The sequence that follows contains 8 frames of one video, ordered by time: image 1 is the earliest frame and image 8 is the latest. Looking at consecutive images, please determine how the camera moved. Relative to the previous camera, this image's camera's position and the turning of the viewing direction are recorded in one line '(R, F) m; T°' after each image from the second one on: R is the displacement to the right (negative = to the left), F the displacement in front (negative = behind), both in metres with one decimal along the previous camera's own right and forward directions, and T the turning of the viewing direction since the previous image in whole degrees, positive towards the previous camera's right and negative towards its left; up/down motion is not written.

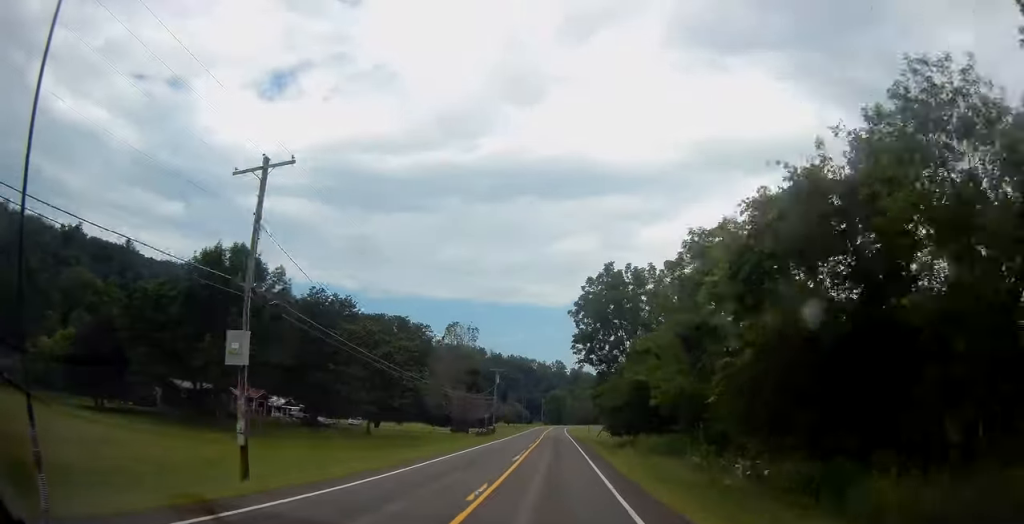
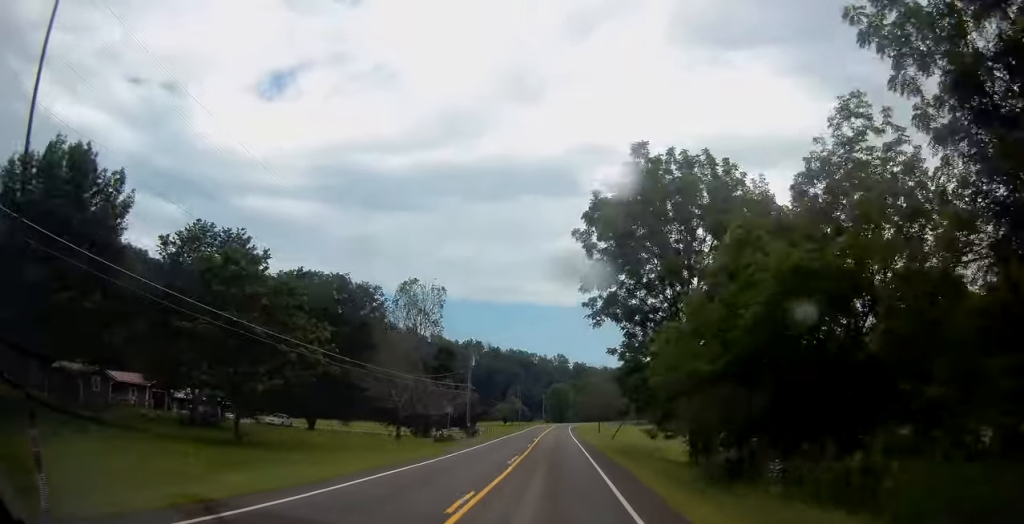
(0.0, +25.8) m; 0°
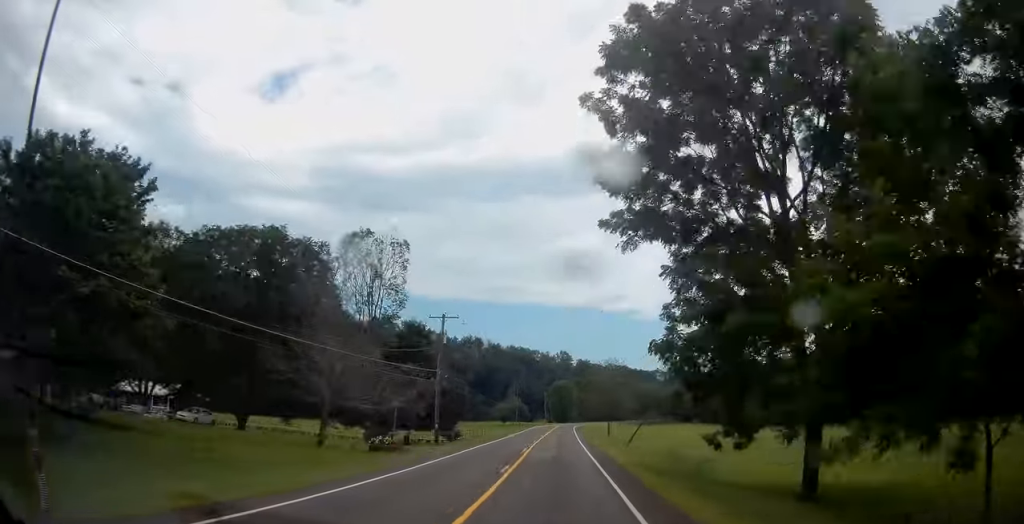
(+0.1, +16.6) m; 0°
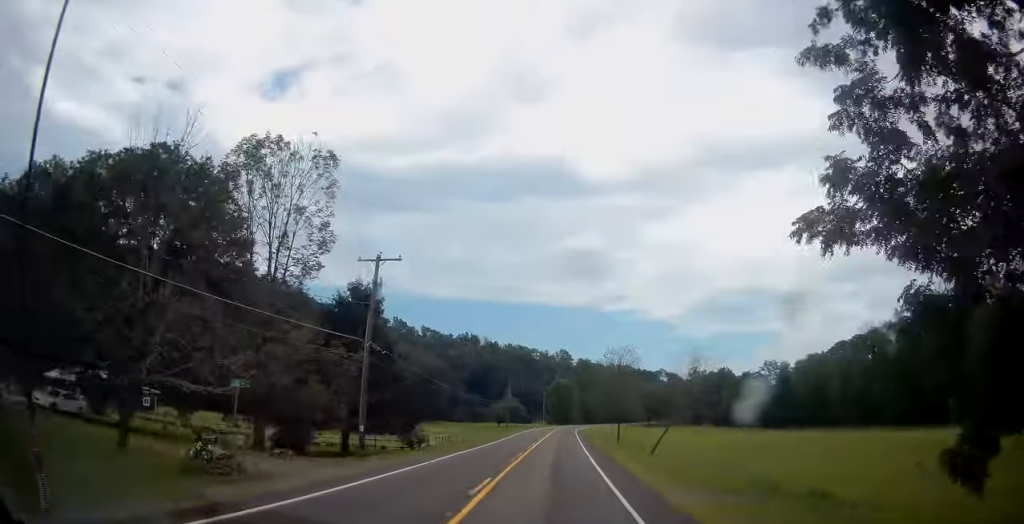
(0.0, +16.7) m; 0°
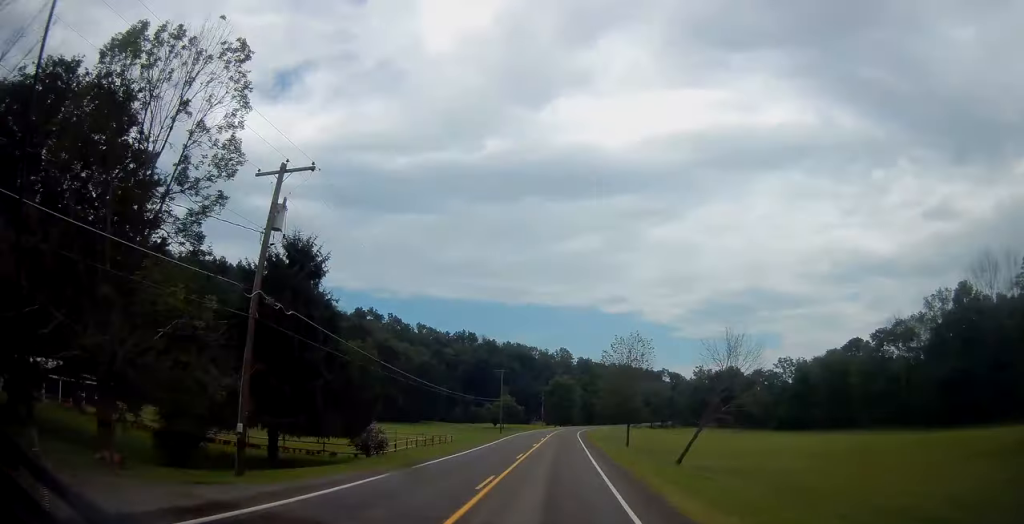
(-0.1, +11.1) m; 0°
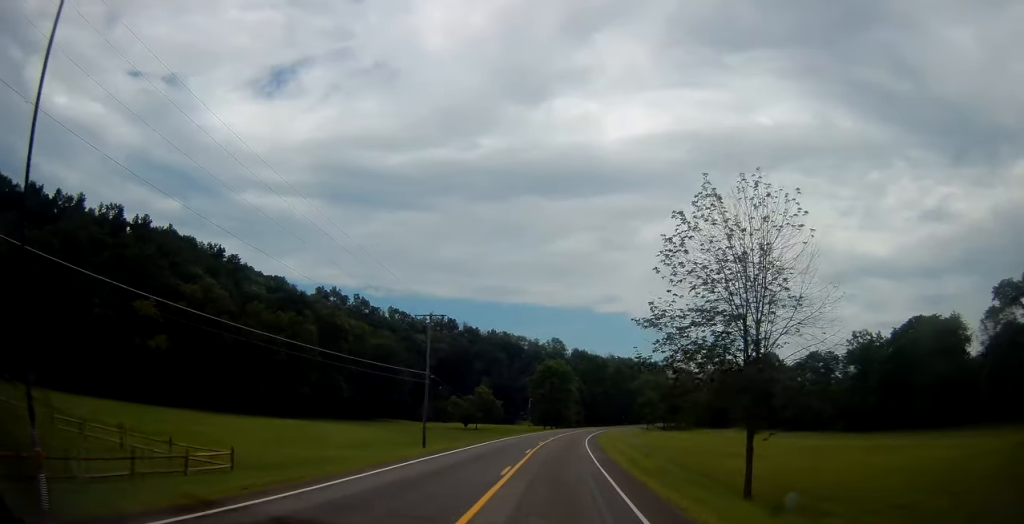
(+0.3, +44.7) m; +1°
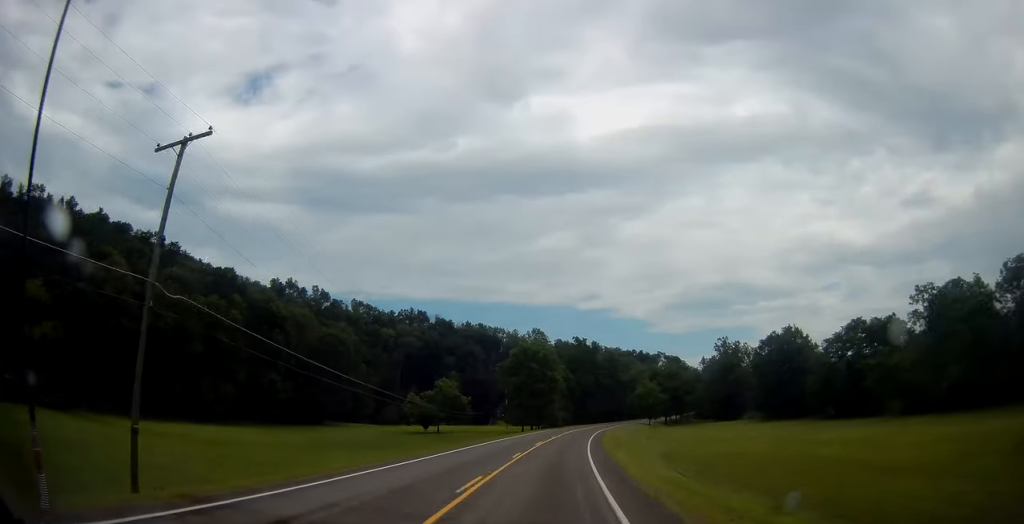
(+0.5, +28.0) m; +1°
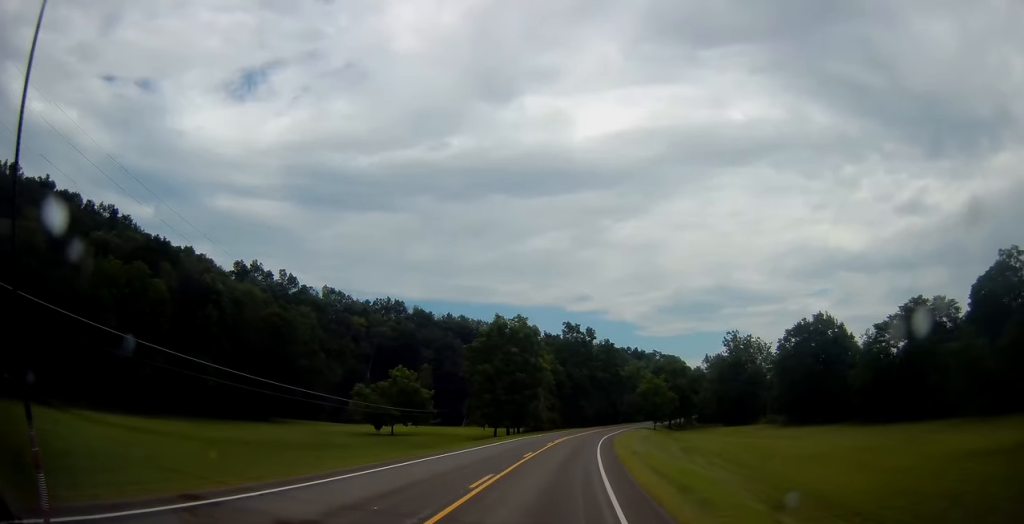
(-0.3, +23.4) m; +2°
